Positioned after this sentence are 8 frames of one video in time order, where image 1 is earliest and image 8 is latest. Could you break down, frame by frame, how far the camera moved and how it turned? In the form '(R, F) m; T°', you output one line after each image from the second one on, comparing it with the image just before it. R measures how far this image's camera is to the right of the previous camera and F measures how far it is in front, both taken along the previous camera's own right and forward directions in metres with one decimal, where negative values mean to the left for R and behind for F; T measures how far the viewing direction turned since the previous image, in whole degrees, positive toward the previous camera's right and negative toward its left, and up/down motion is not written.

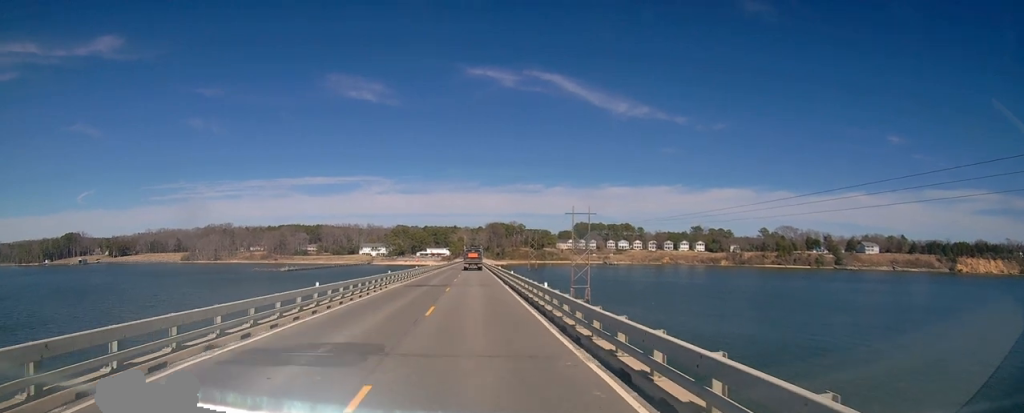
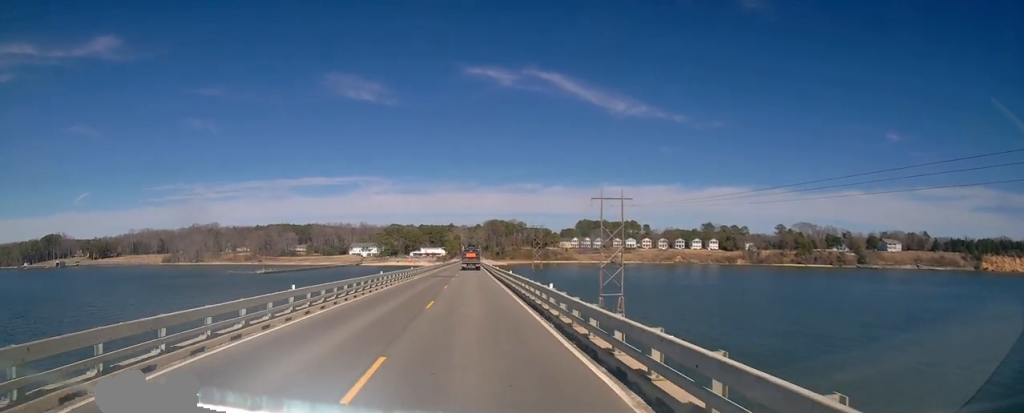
(+0.2, +34.9) m; 0°
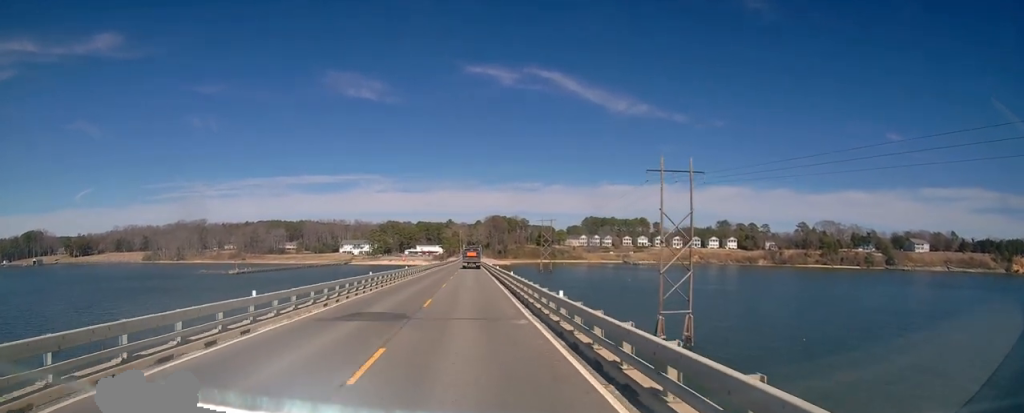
(0.0, +35.6) m; +1°
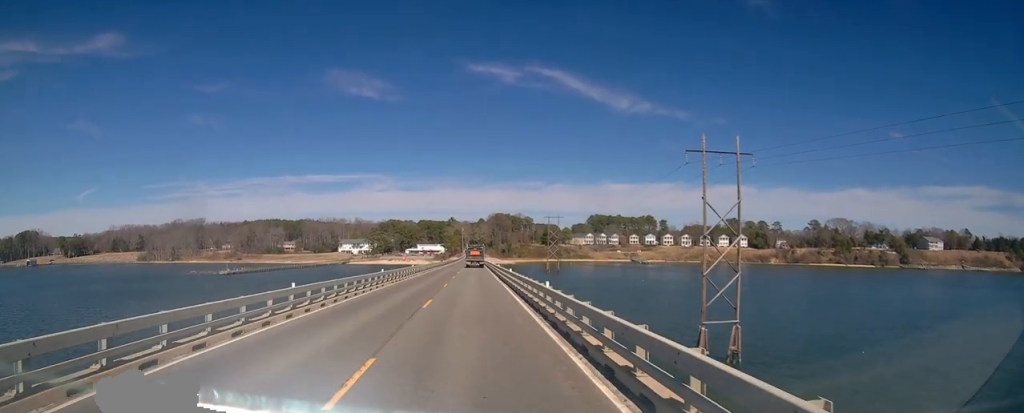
(+0.1, +13.5) m; 0°
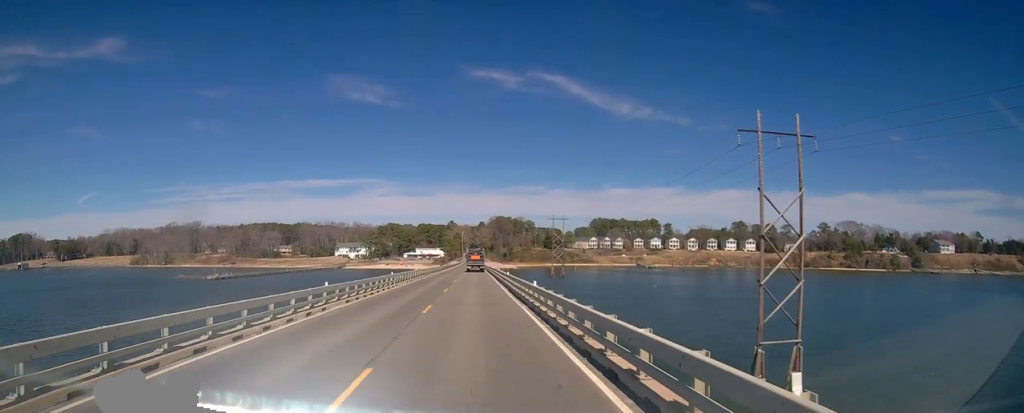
(0.0, +12.8) m; 0°
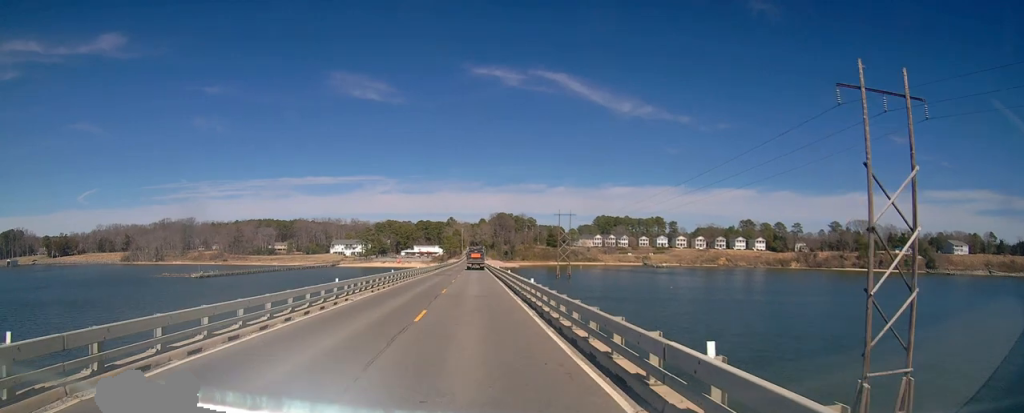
(-0.1, +14.9) m; 0°
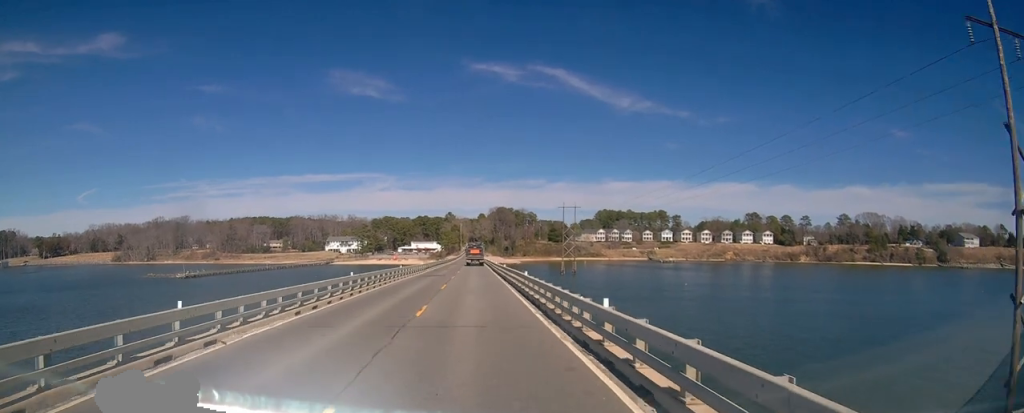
(0.0, +12.1) m; 0°
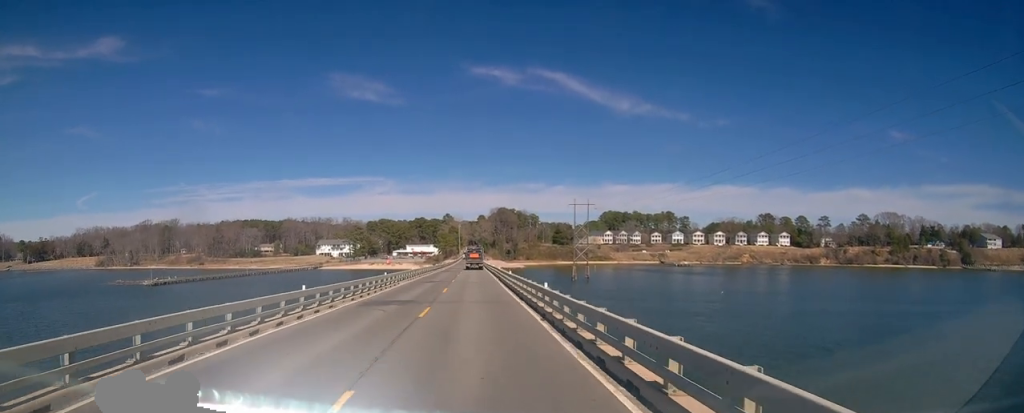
(0.0, +23.4) m; 0°
